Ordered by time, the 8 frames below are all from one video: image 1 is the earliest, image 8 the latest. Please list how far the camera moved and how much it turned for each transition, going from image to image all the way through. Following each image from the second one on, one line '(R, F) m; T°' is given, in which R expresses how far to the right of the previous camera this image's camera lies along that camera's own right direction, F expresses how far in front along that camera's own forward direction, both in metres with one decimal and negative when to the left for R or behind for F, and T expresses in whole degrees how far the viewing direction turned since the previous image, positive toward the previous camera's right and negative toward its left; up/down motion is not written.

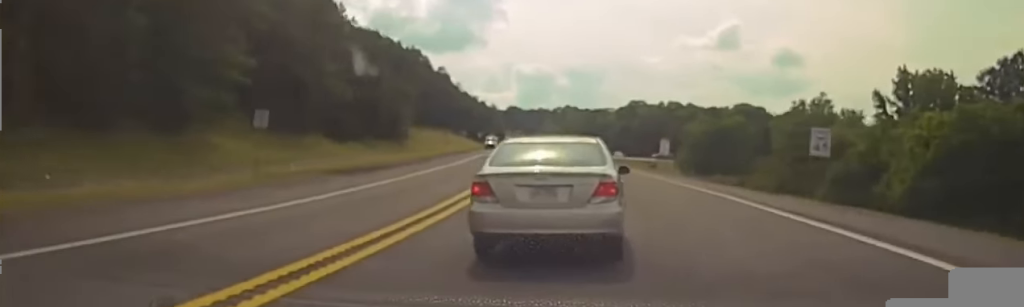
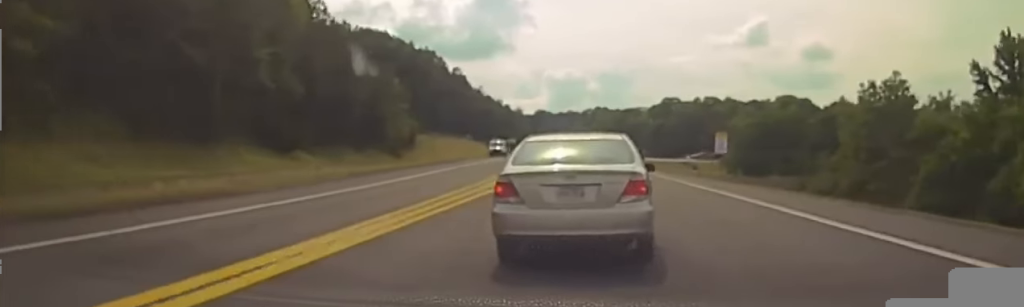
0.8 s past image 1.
(-0.3, +22.1) m; -2°
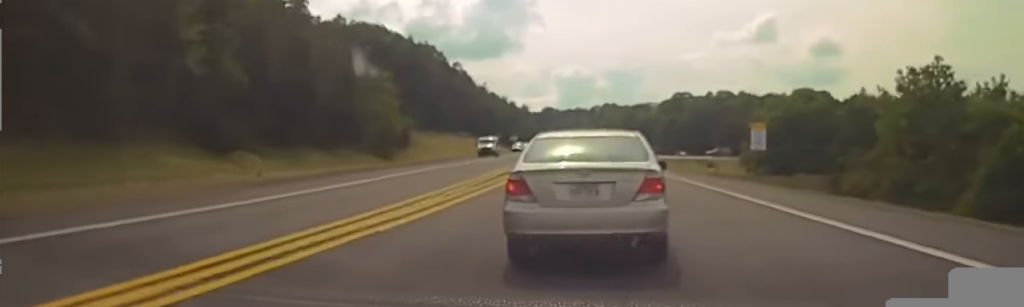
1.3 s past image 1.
(-0.2, +12.1) m; -1°
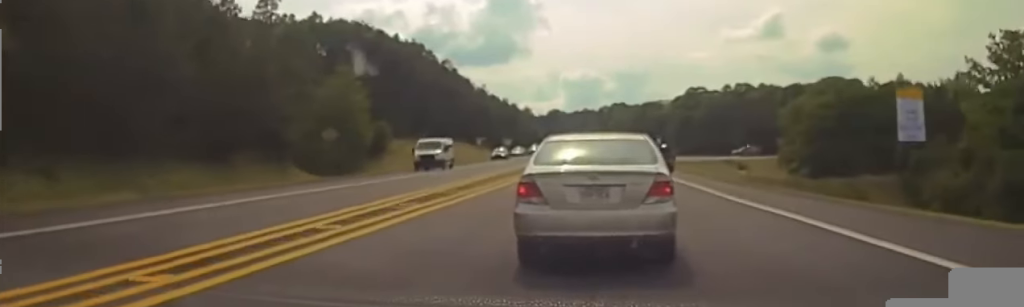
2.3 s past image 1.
(-0.1, +24.7) m; 0°
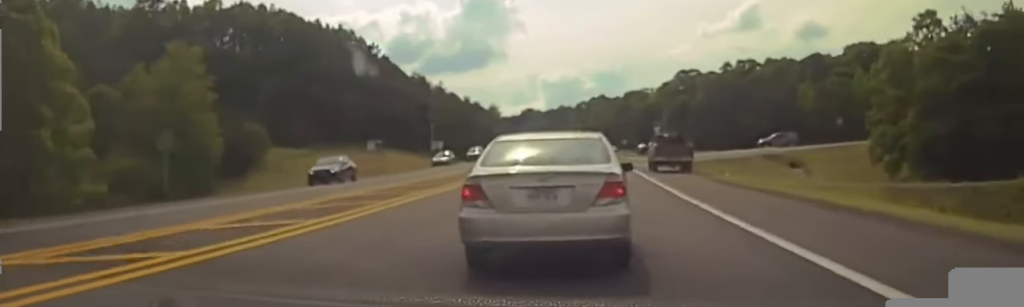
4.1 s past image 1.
(+0.1, +44.5) m; 0°
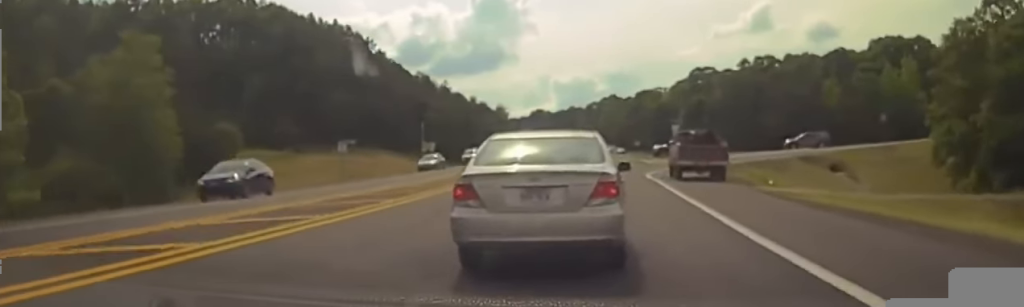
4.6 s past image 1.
(0.0, +10.7) m; 0°
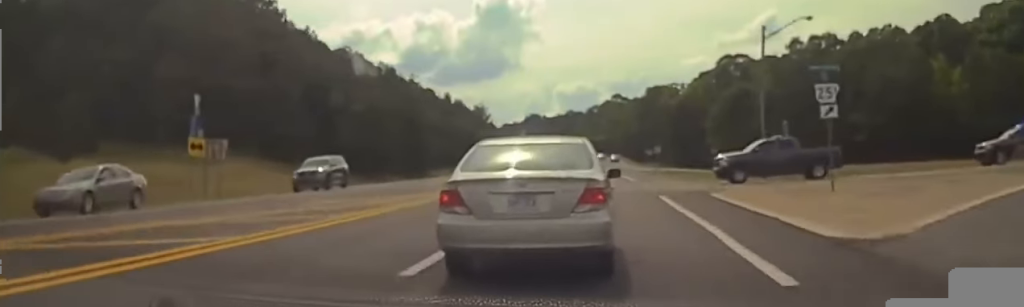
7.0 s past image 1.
(-0.9, +51.8) m; -1°
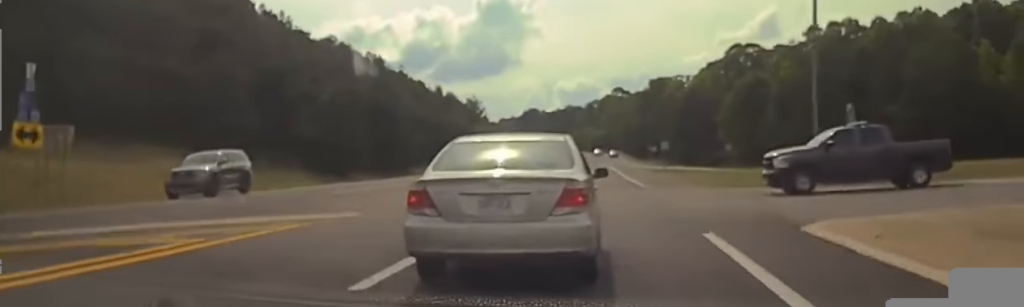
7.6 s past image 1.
(+0.3, +12.1) m; 0°
